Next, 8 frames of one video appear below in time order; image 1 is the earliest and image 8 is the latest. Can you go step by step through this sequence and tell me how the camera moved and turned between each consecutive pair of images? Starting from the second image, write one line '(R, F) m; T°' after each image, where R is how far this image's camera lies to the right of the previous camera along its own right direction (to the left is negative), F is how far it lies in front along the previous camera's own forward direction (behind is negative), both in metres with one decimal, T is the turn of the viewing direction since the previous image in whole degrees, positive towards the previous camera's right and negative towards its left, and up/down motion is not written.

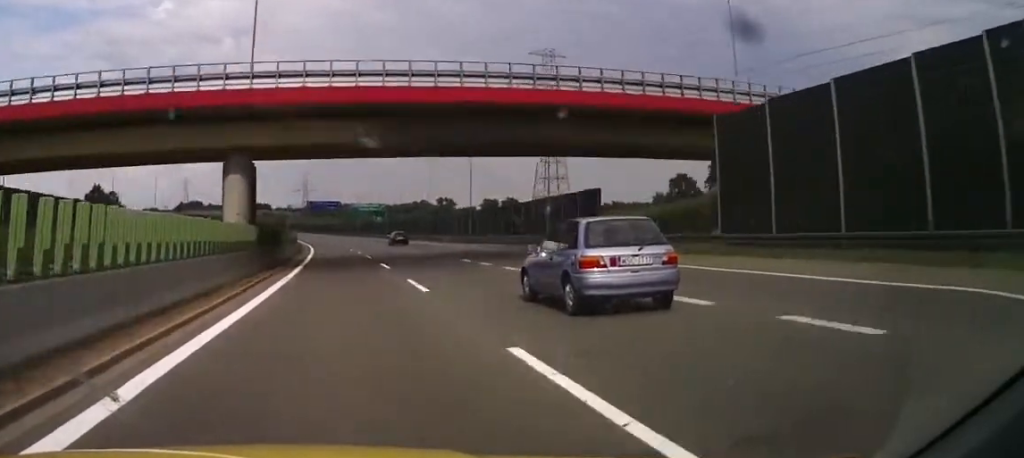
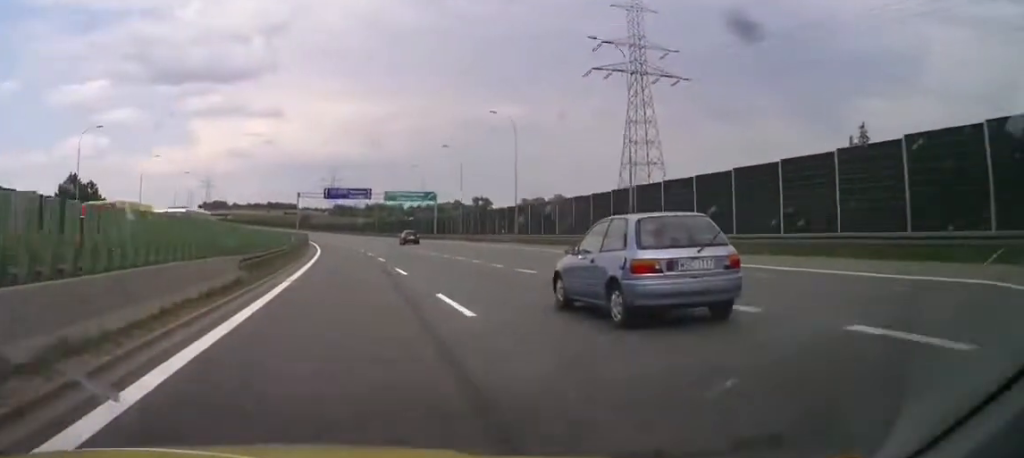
(0.0, +40.2) m; 0°
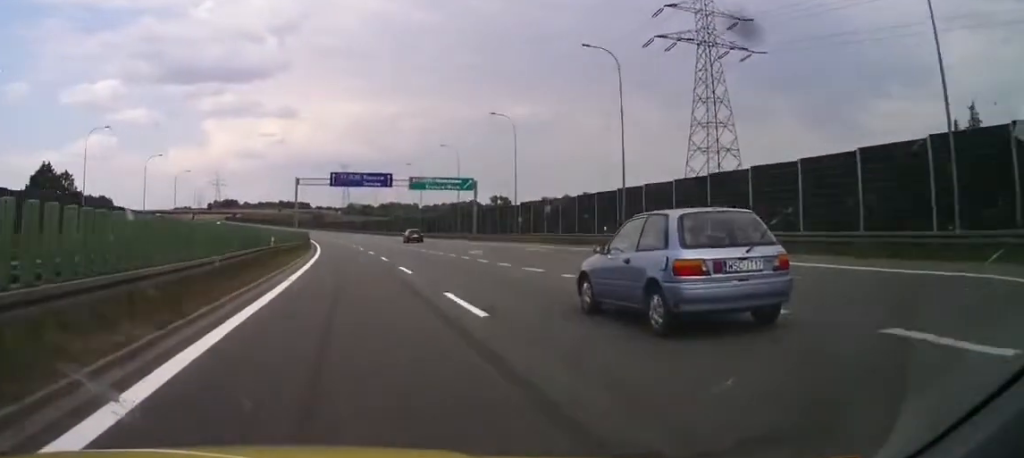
(+0.2, +23.9) m; -2°
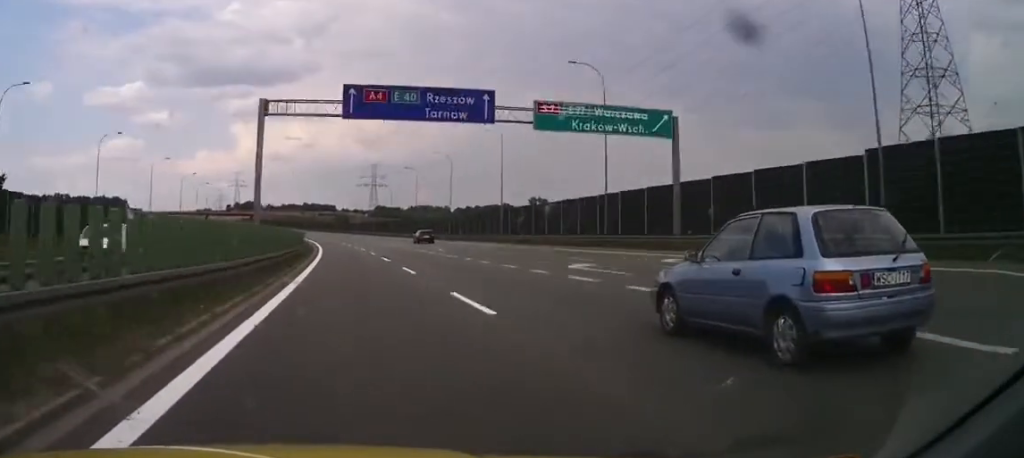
(-2.1, +46.4) m; -6°
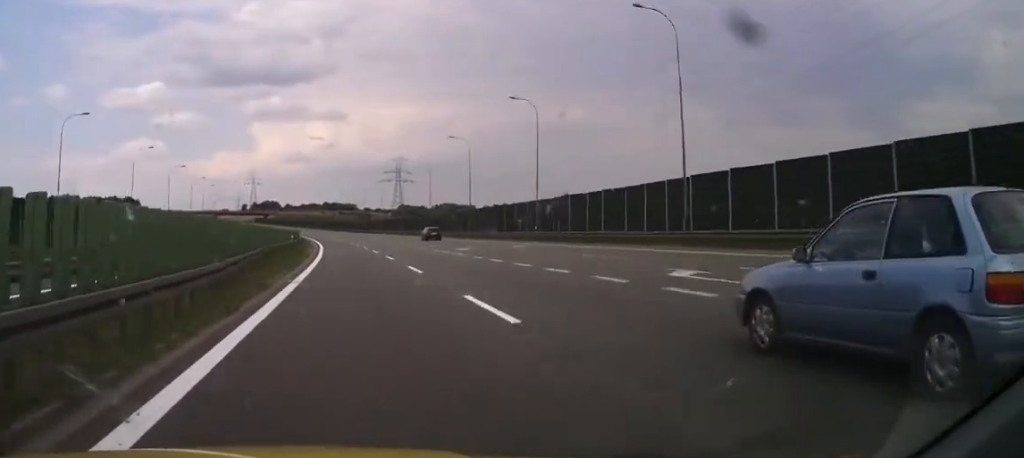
(-1.5, +36.2) m; -2°
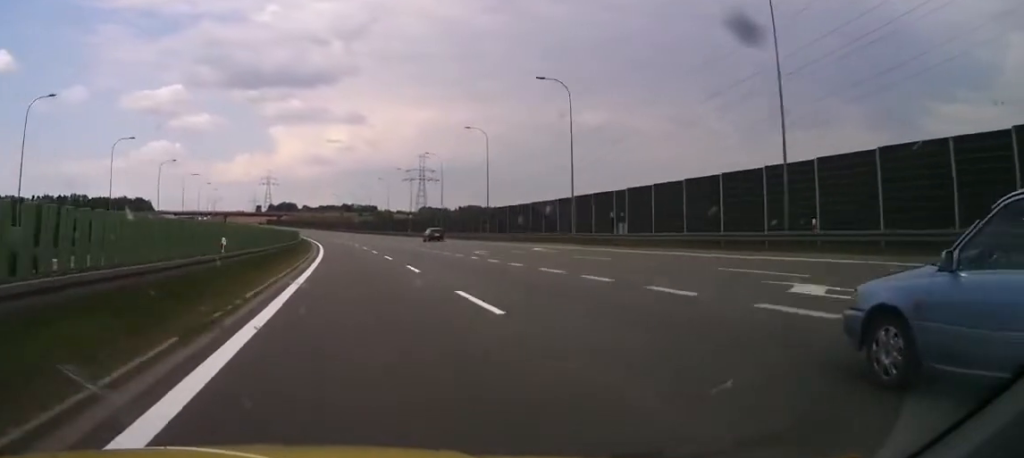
(0.0, +33.6) m; 0°
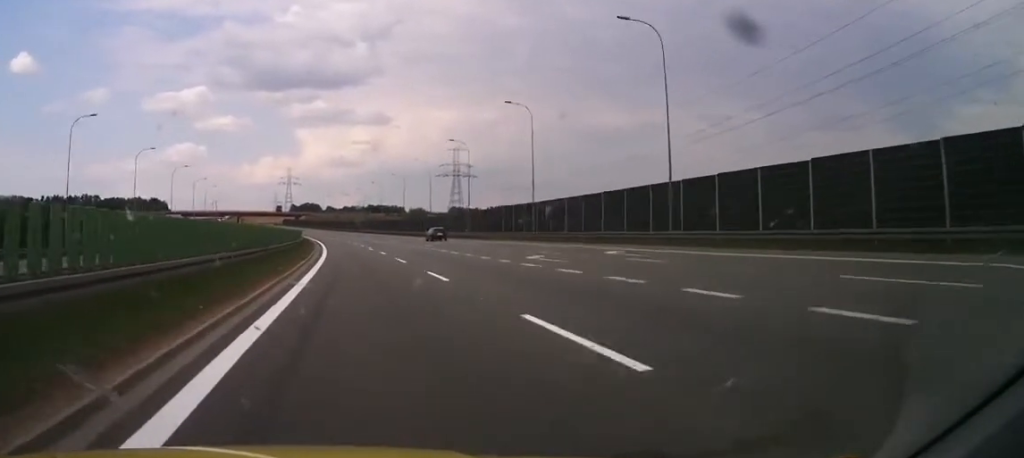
(0.0, +39.8) m; 0°
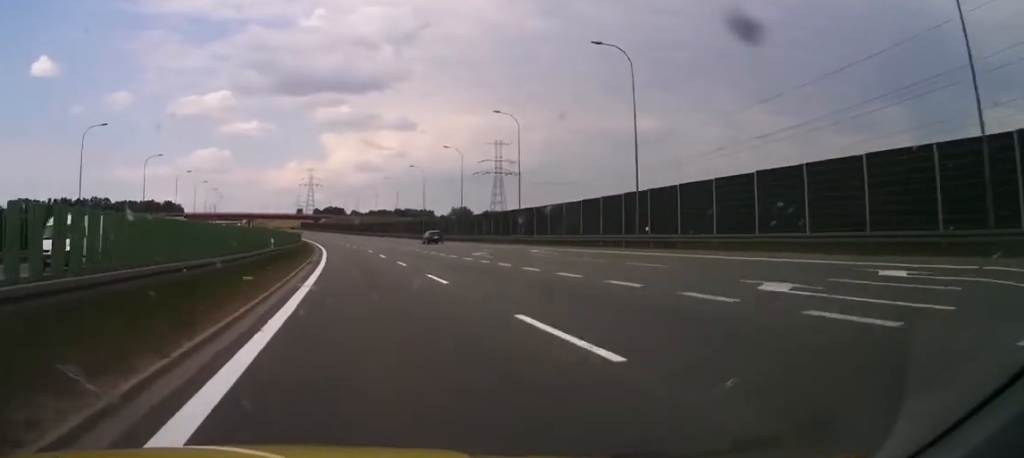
(0.0, +45.8) m; 0°
